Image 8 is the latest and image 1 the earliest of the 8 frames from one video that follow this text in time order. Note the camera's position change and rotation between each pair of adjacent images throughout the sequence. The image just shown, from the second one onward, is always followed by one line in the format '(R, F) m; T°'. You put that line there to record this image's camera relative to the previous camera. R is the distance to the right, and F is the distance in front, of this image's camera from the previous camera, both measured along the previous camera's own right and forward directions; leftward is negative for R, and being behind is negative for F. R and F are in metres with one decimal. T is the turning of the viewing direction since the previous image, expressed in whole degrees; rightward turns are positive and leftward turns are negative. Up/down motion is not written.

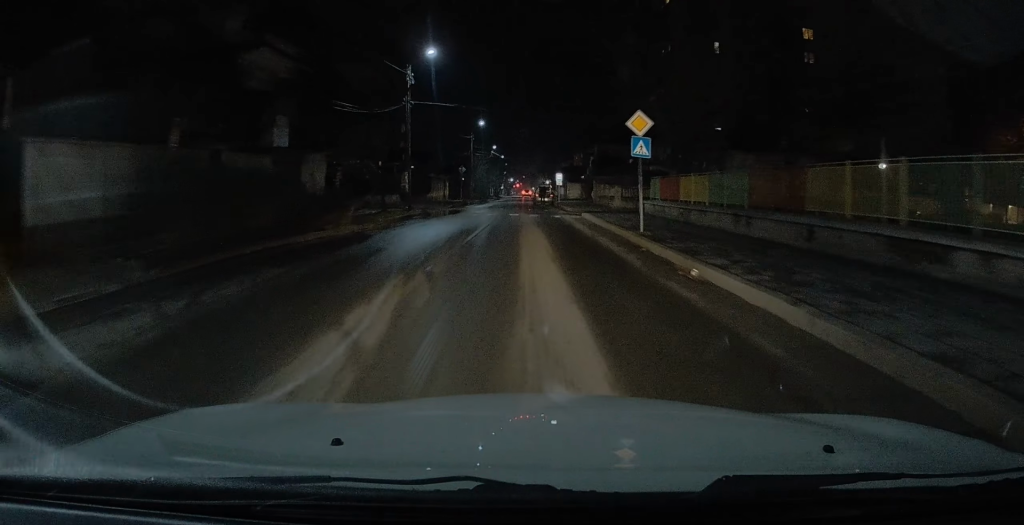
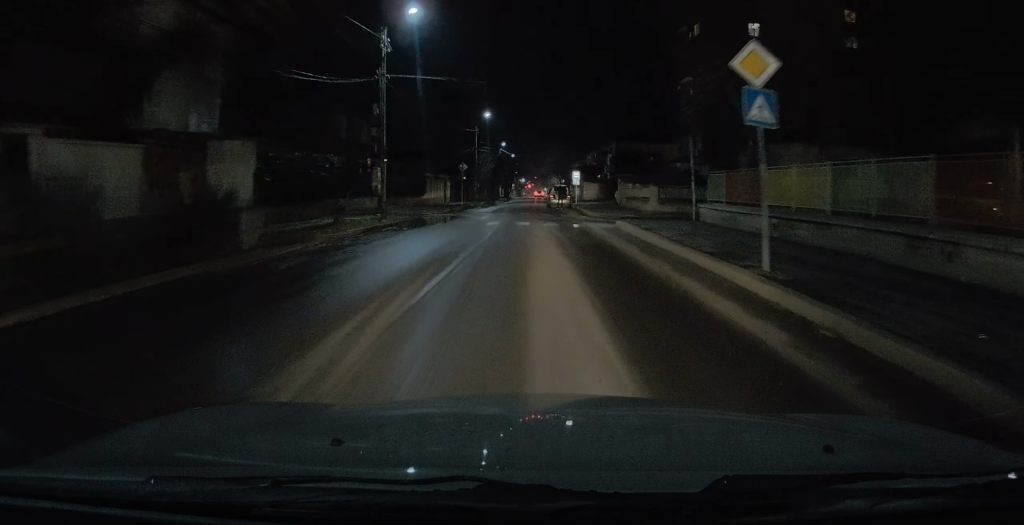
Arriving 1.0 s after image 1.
(-0.1, +8.6) m; -1°
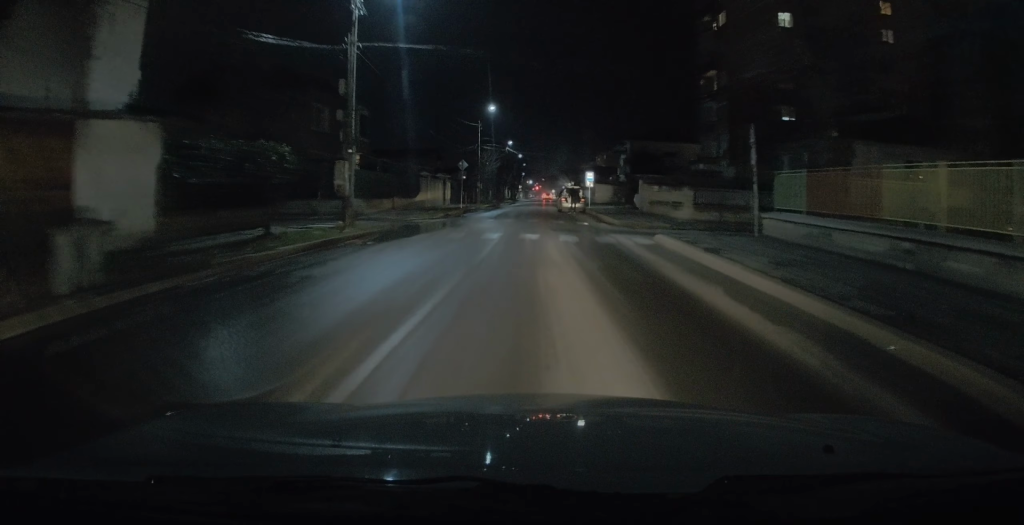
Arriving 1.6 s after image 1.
(0.0, +6.0) m; -1°
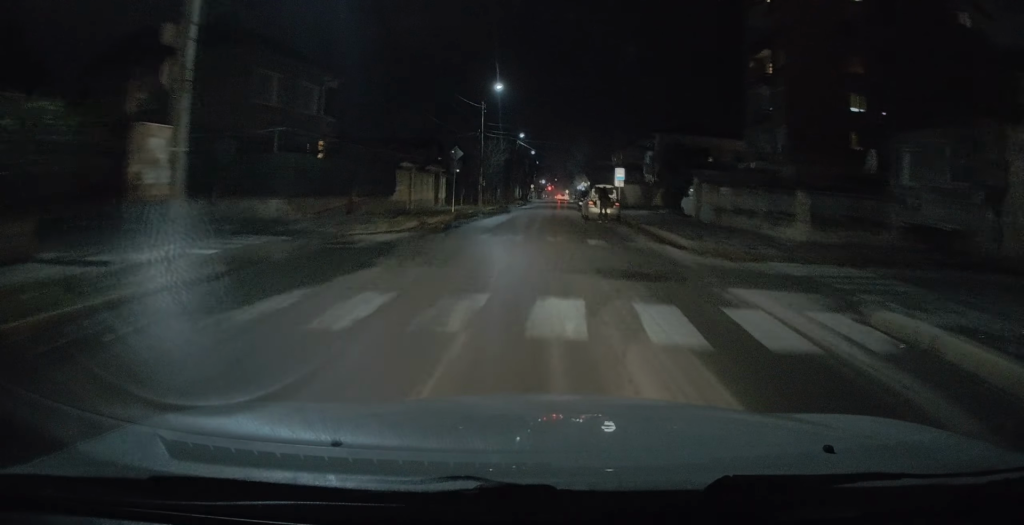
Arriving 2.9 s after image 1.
(-0.2, +11.2) m; -1°
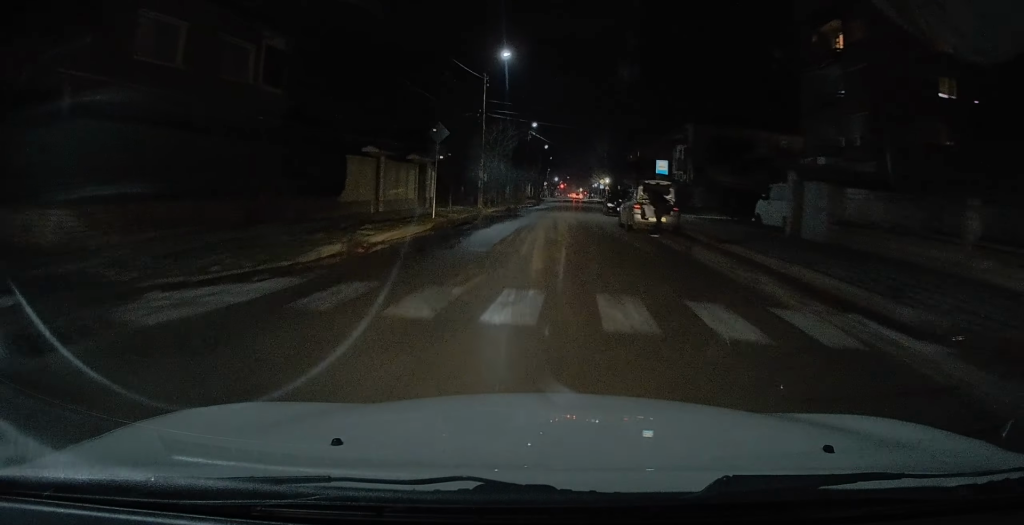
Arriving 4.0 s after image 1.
(0.0, +10.3) m; 0°
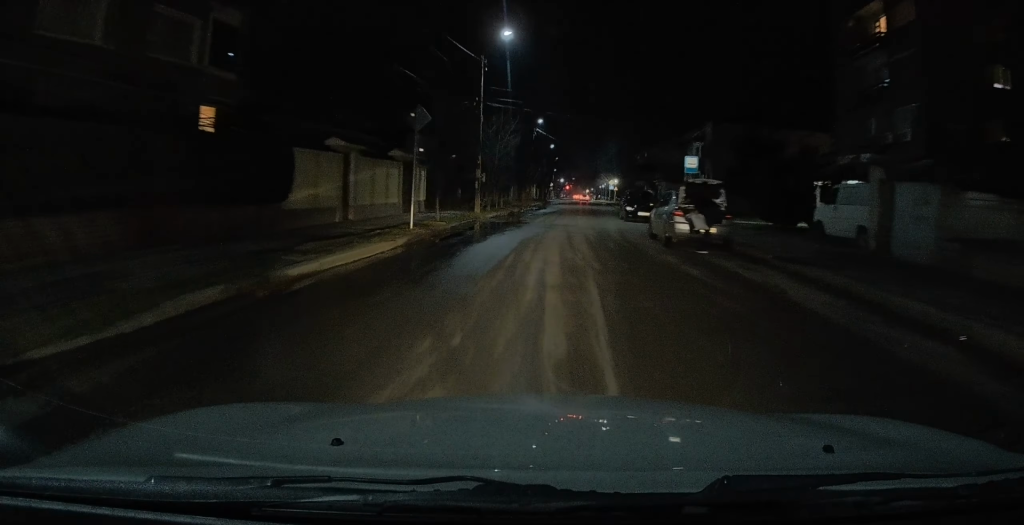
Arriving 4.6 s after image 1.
(0.0, +5.1) m; -1°
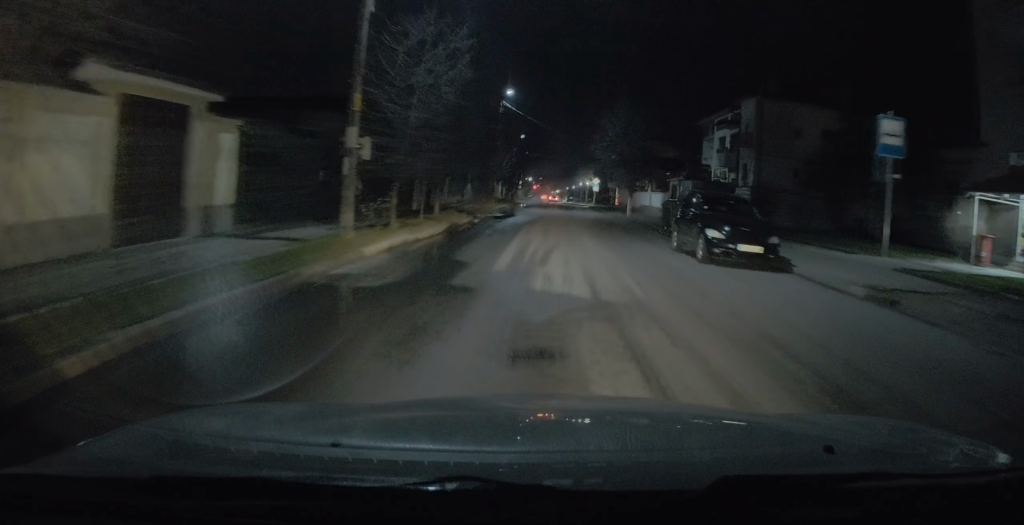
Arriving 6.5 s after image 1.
(+0.2, +17.9) m; +3°
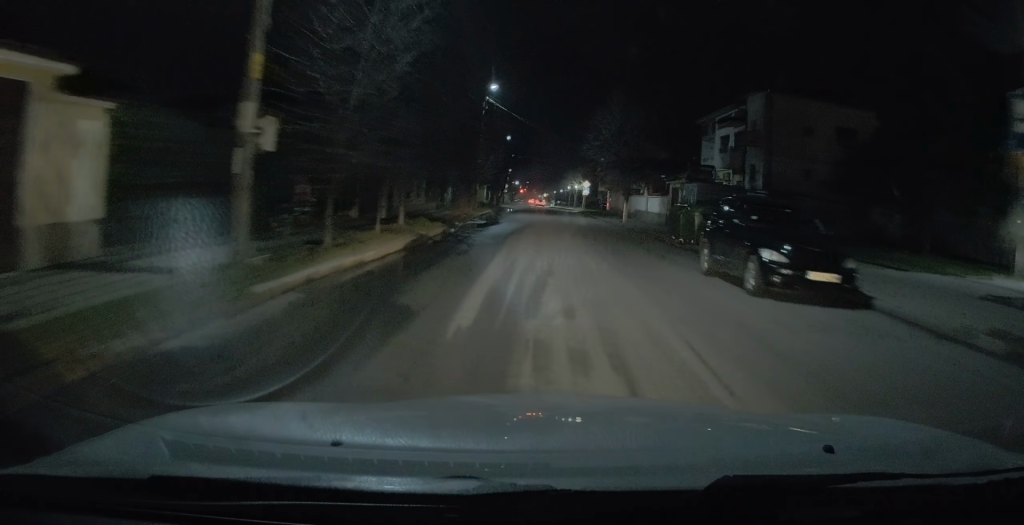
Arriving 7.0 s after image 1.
(0.0, +4.0) m; +1°
